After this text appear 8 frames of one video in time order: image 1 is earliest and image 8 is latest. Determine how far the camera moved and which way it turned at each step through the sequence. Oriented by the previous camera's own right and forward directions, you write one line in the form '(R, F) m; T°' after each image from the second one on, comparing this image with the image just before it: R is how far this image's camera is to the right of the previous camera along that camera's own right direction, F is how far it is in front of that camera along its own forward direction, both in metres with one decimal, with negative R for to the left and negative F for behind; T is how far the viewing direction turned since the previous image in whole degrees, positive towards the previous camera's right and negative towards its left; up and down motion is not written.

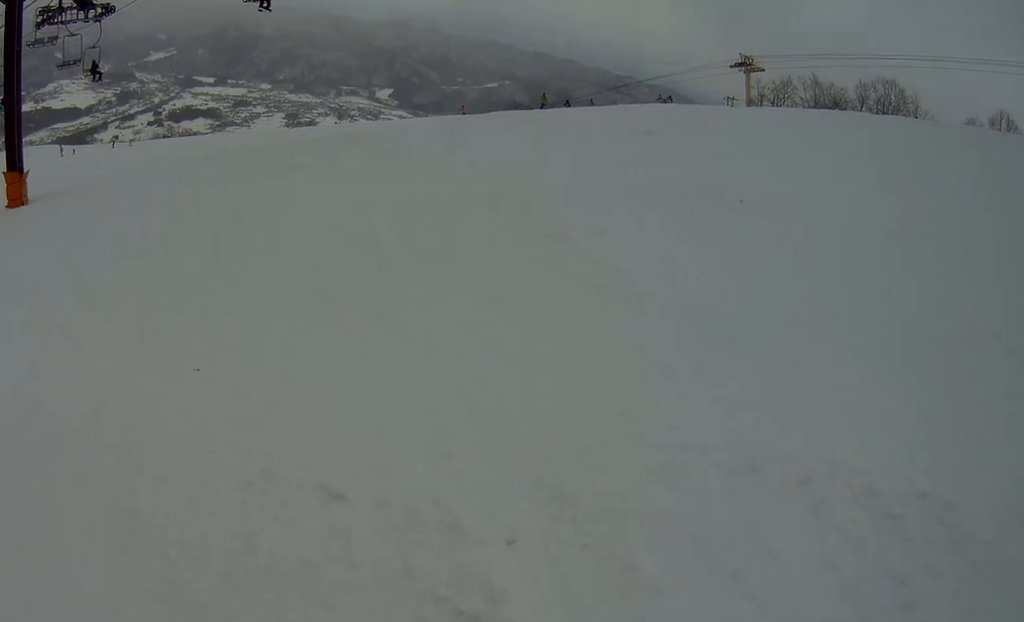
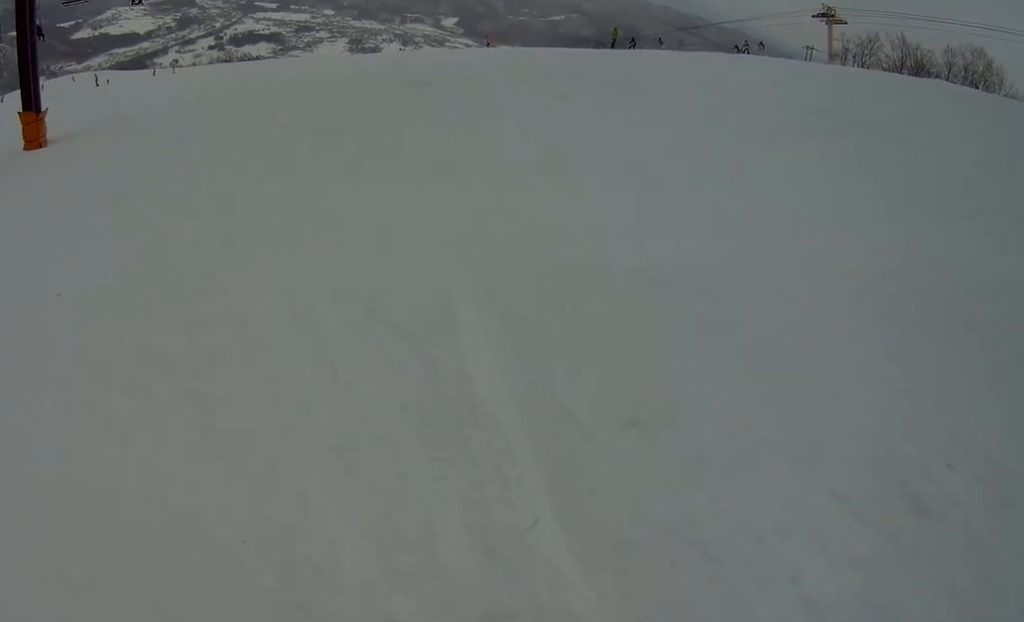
(0.0, +4.6) m; 0°
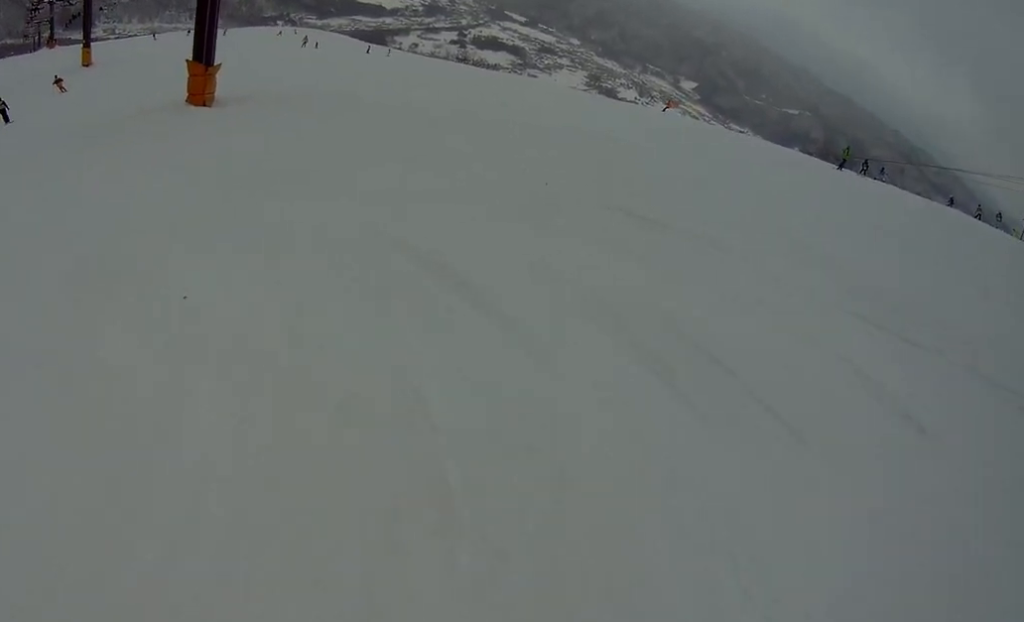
(0.0, +5.6) m; -4°
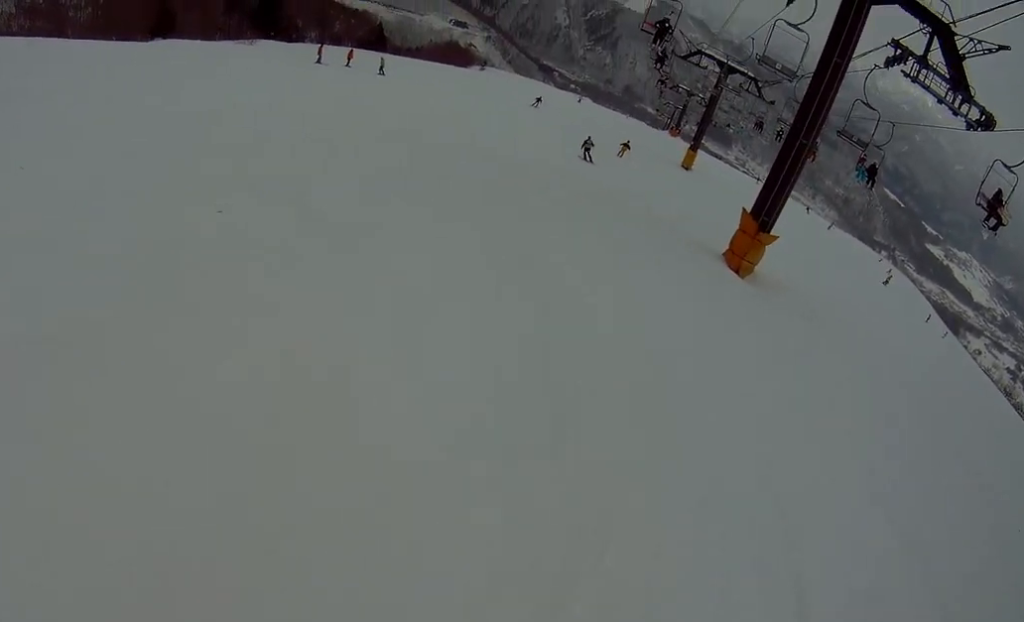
(-0.4, +6.3) m; -17°
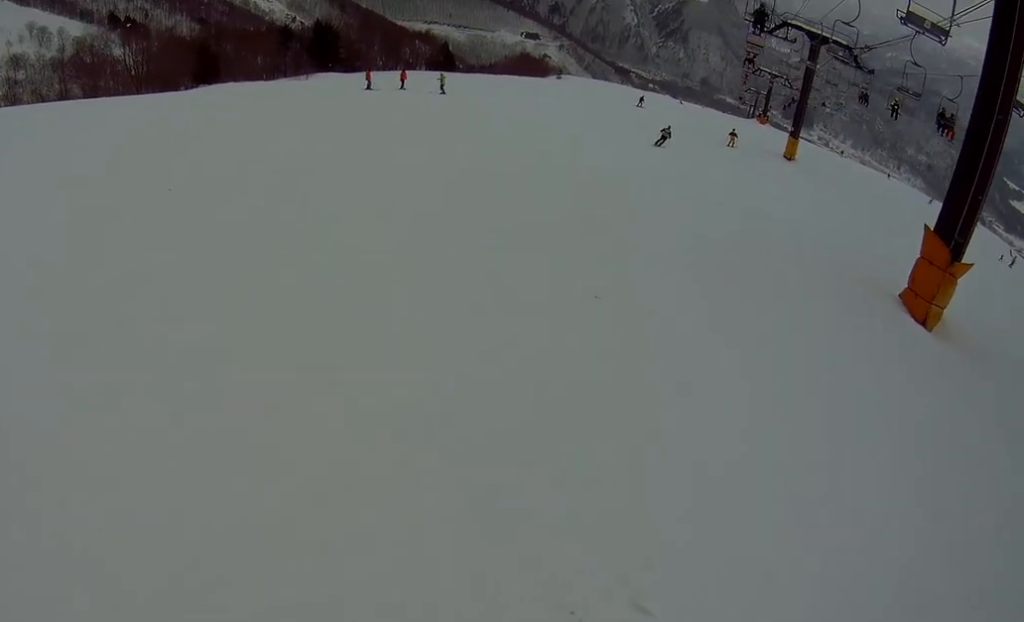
(-2.4, +9.1) m; -25°
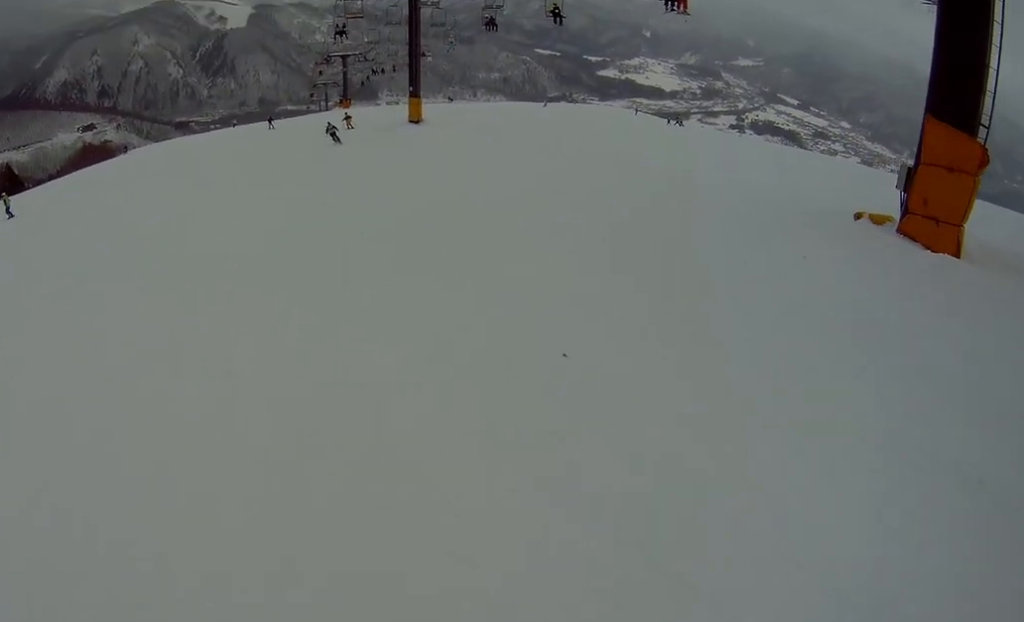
(-1.0, +10.3) m; -5°
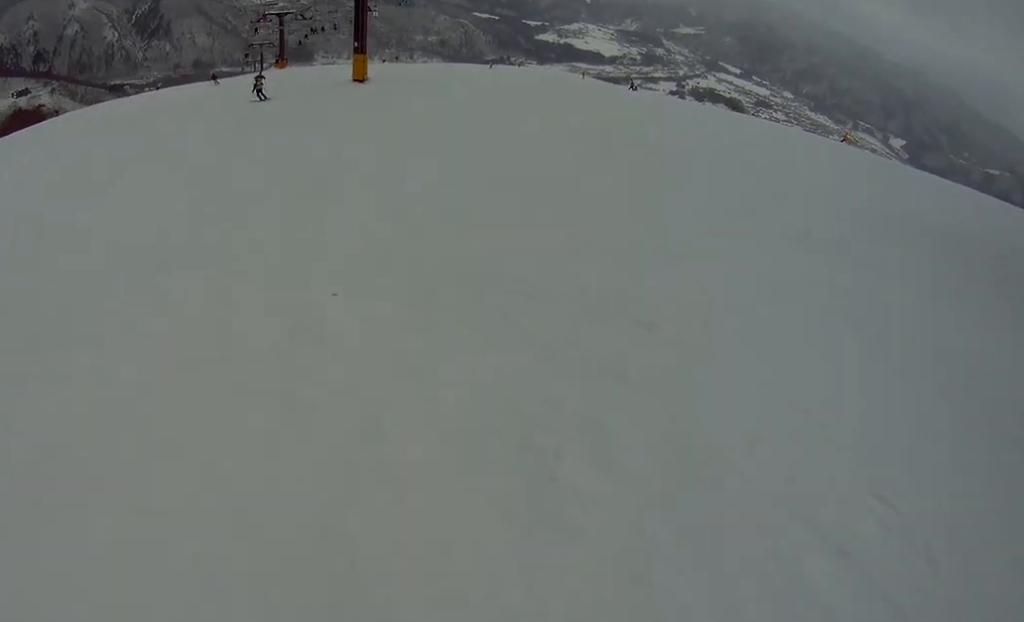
(0.0, +5.4) m; 0°
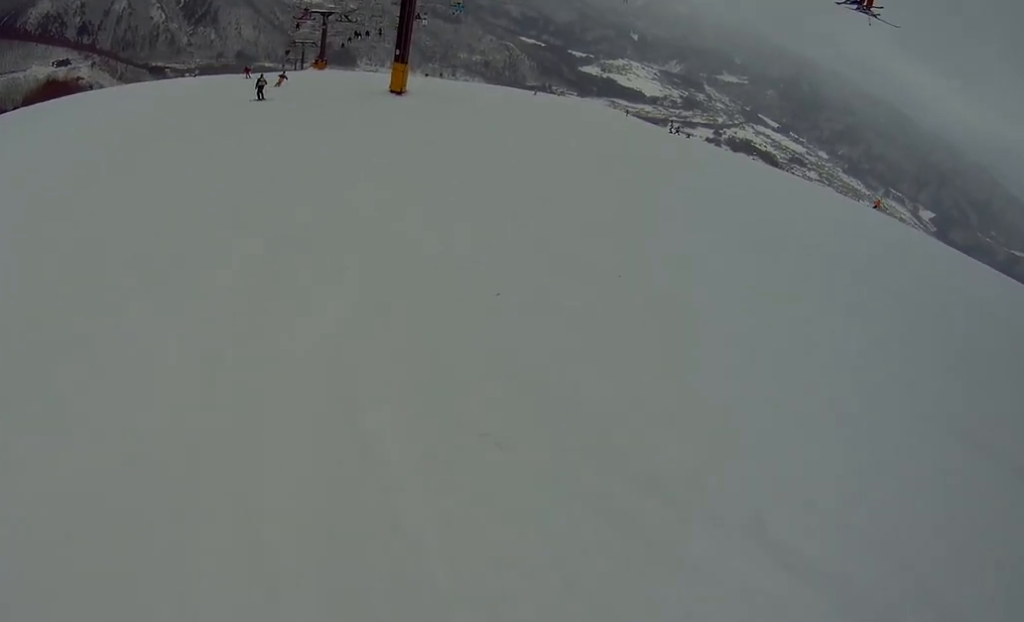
(0.0, +4.1) m; 0°
